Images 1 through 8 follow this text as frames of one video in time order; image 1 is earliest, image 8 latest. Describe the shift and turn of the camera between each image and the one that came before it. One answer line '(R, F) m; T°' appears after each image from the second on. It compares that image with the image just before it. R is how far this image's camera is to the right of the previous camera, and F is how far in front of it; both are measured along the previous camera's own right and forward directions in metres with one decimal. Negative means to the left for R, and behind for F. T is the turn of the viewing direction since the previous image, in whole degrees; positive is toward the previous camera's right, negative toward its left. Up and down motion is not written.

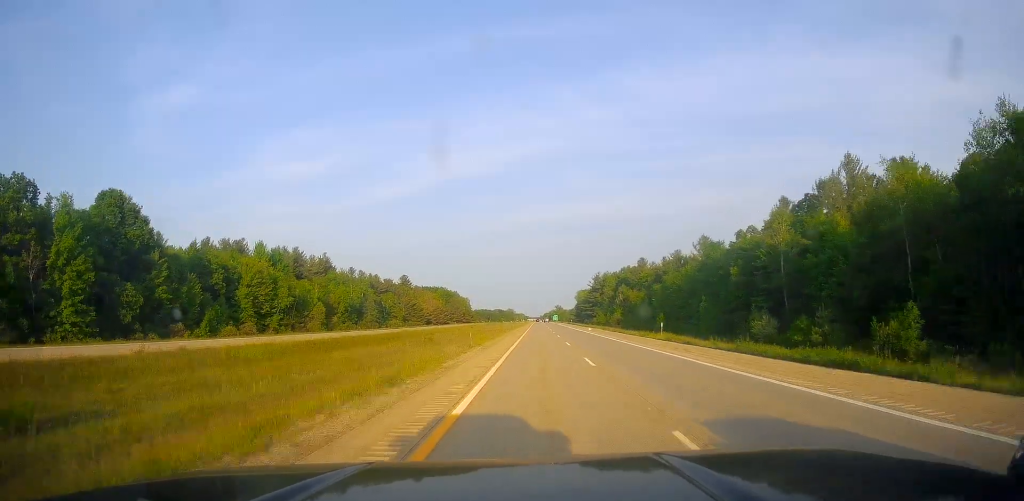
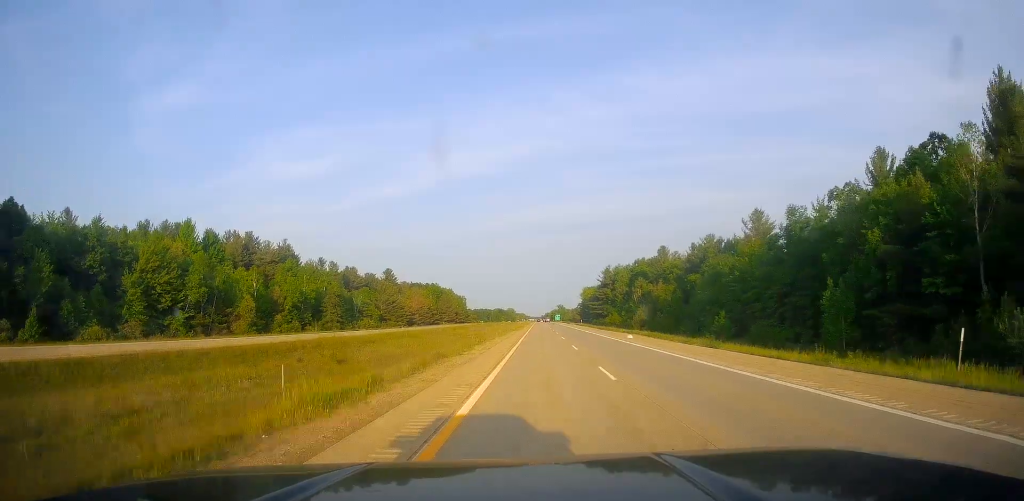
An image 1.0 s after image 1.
(+0.2, +34.6) m; 0°
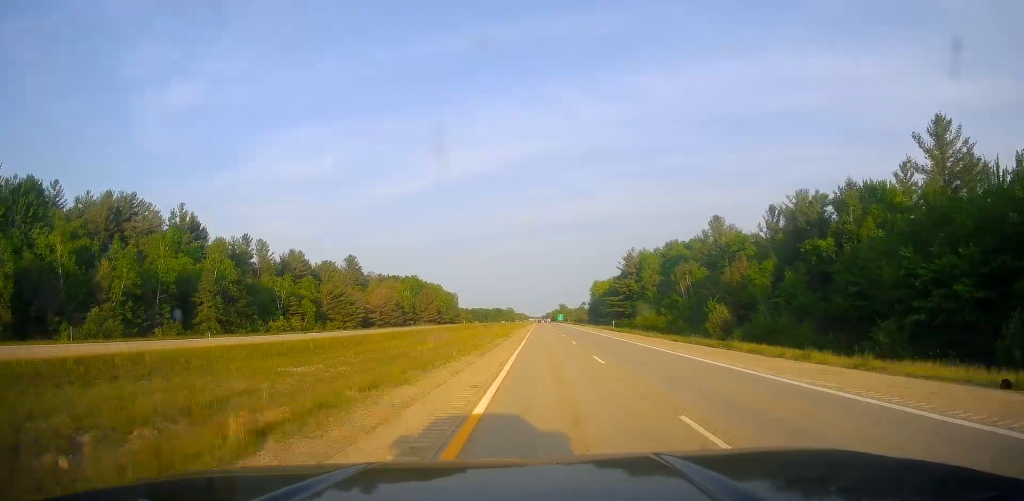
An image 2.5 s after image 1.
(-0.9, +55.0) m; -1°
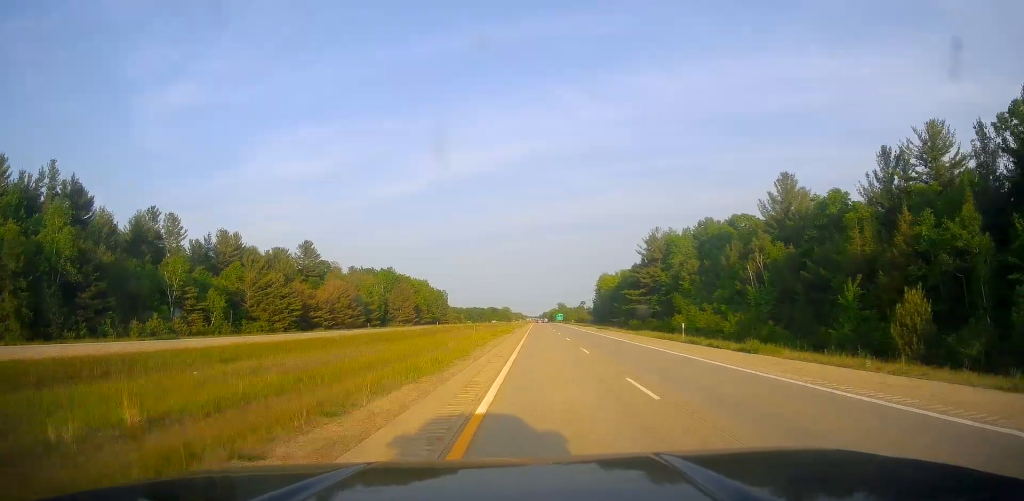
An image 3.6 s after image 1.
(+0.7, +39.6) m; +2°
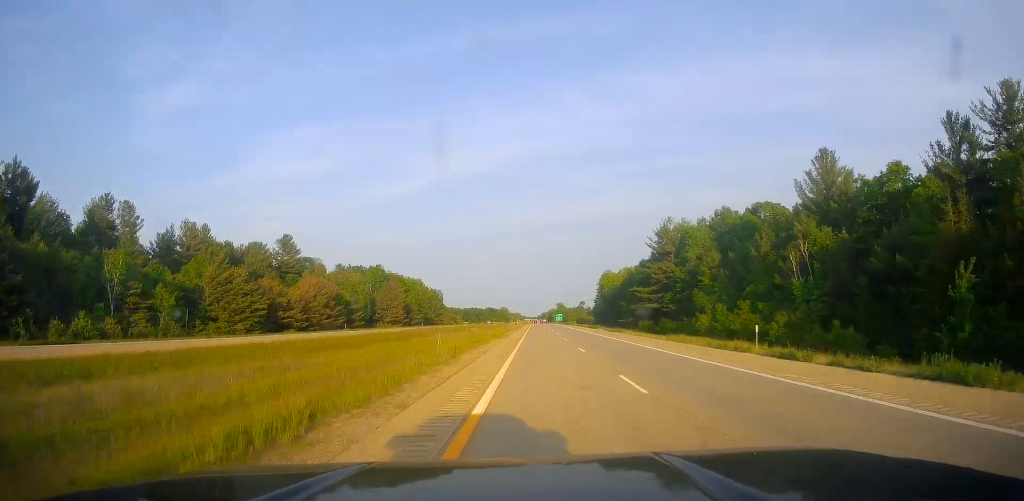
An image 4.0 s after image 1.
(+0.2, +14.4) m; 0°
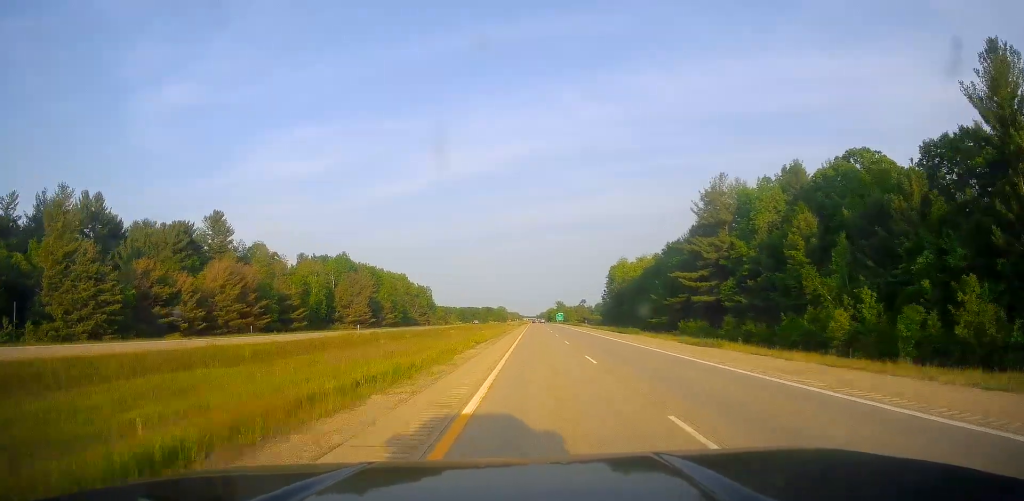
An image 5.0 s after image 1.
(-0.1, +37.1) m; 0°
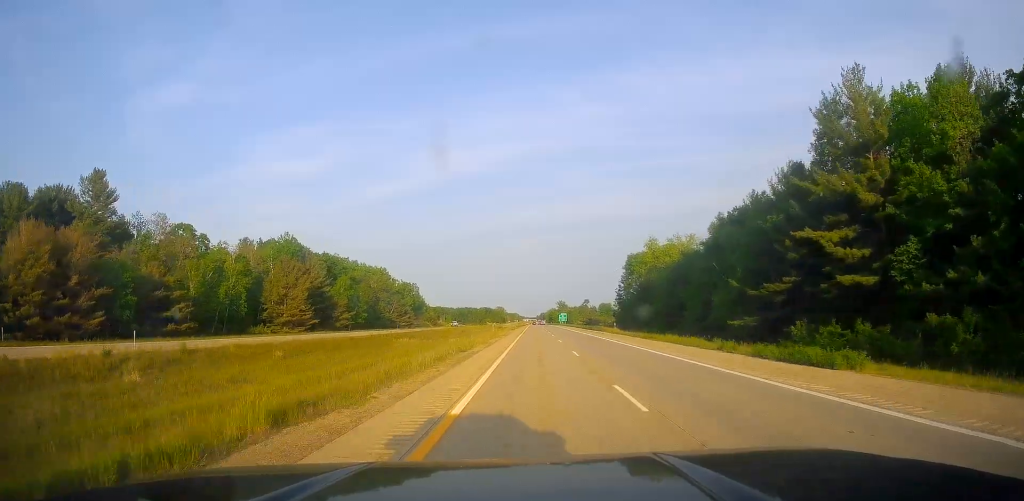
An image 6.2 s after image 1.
(-0.2, +40.8) m; 0°
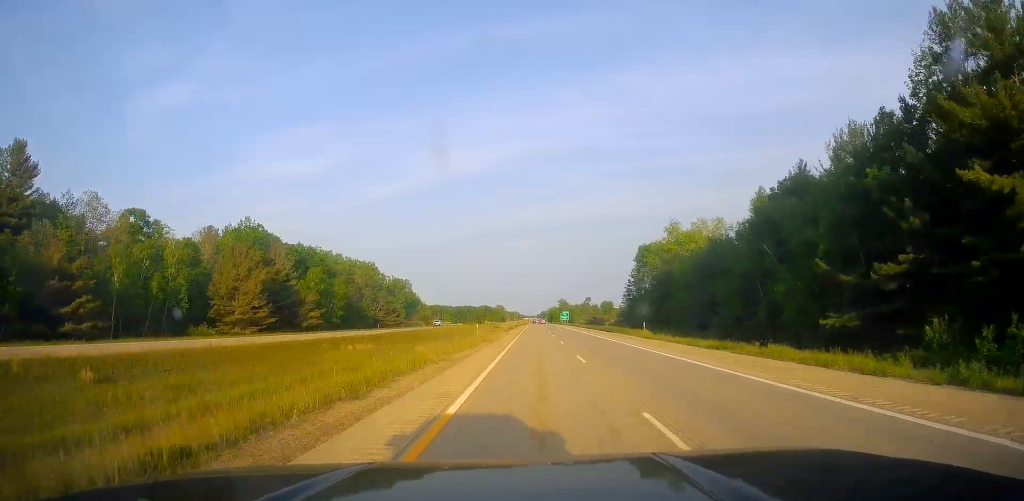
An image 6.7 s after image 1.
(0.0, +19.2) m; 0°
